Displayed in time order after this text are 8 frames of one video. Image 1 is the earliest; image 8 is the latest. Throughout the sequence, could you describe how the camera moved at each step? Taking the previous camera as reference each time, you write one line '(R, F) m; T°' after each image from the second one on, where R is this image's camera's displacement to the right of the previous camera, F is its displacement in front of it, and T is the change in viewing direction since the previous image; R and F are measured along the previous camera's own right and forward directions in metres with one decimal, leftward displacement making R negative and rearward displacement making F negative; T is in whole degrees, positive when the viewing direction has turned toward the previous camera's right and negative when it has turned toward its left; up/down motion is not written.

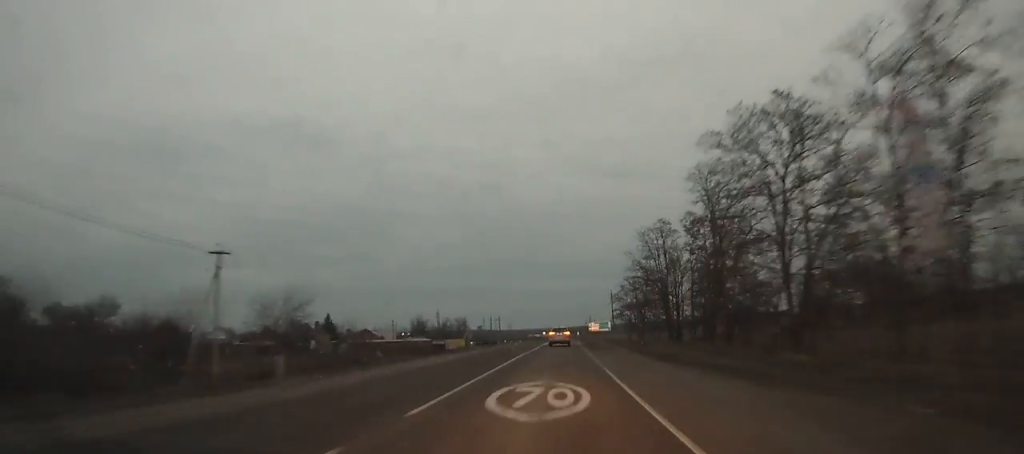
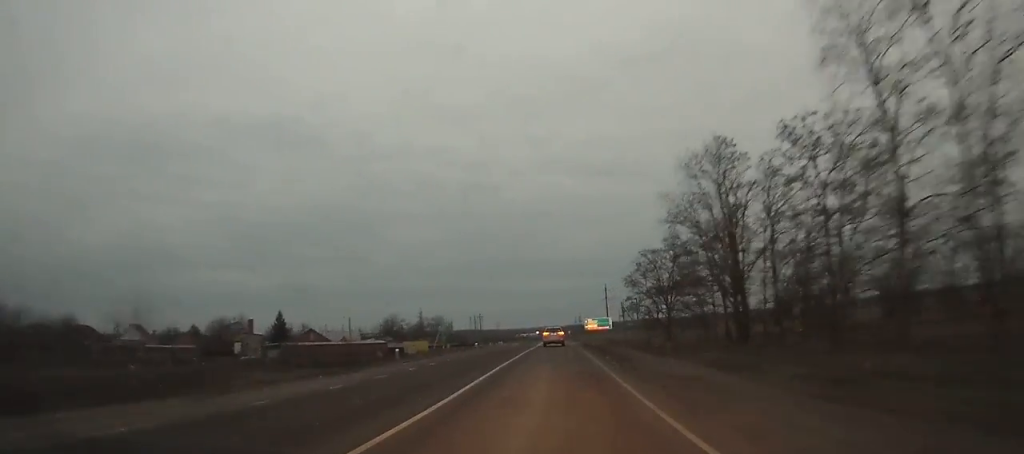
(+0.2, +28.9) m; +1°
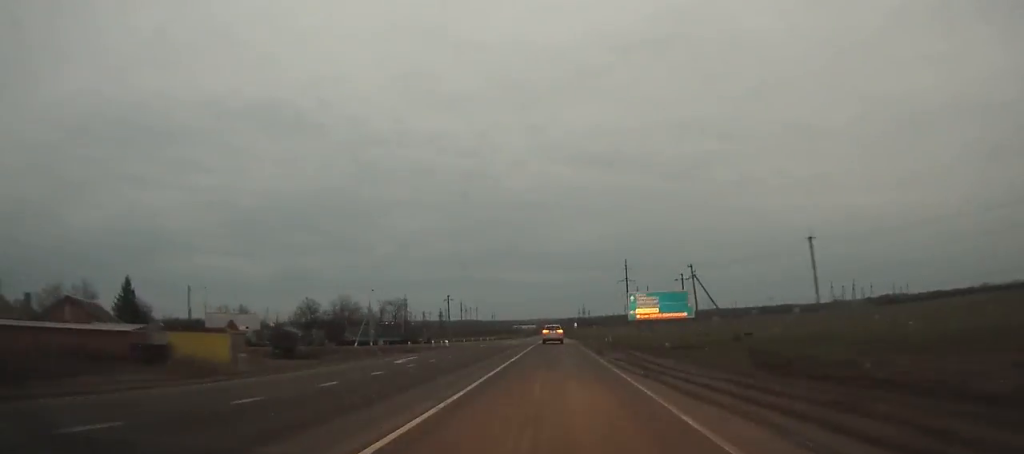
(+0.5, +69.5) m; 0°
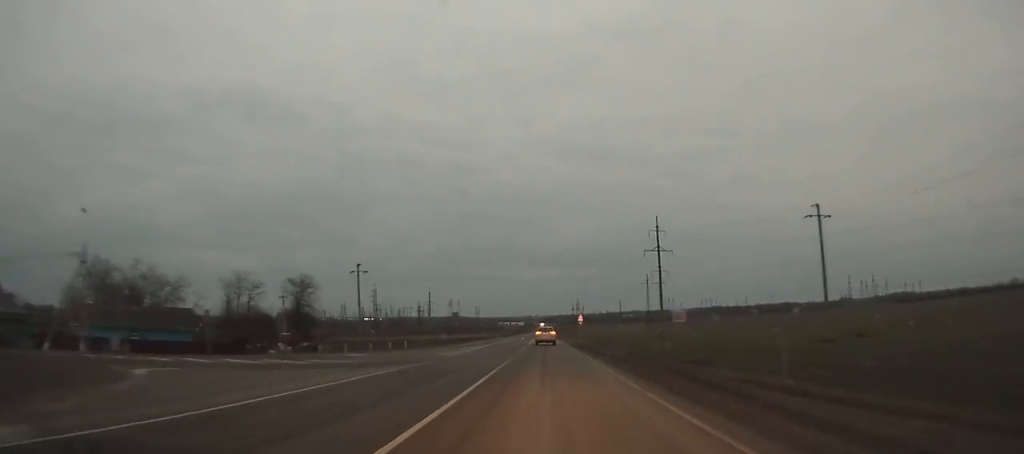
(-0.2, +68.8) m; 0°
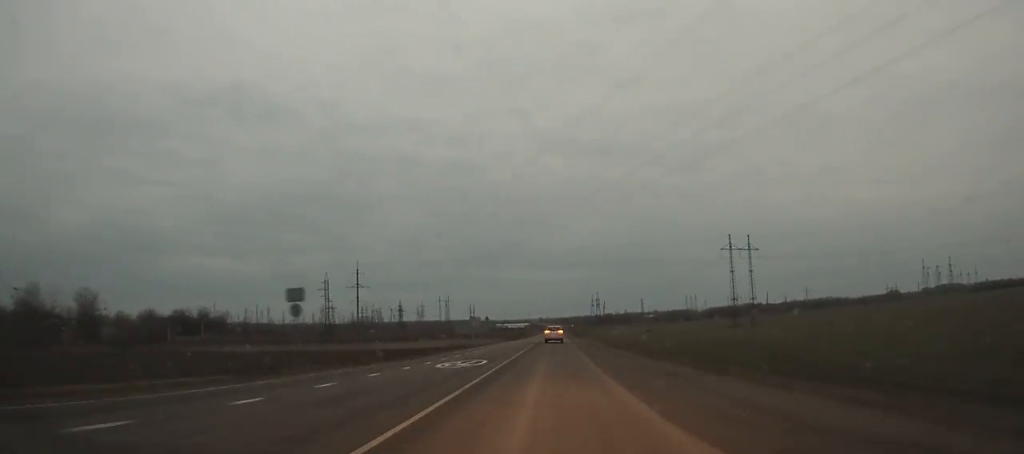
(-1.0, +125.6) m; -1°
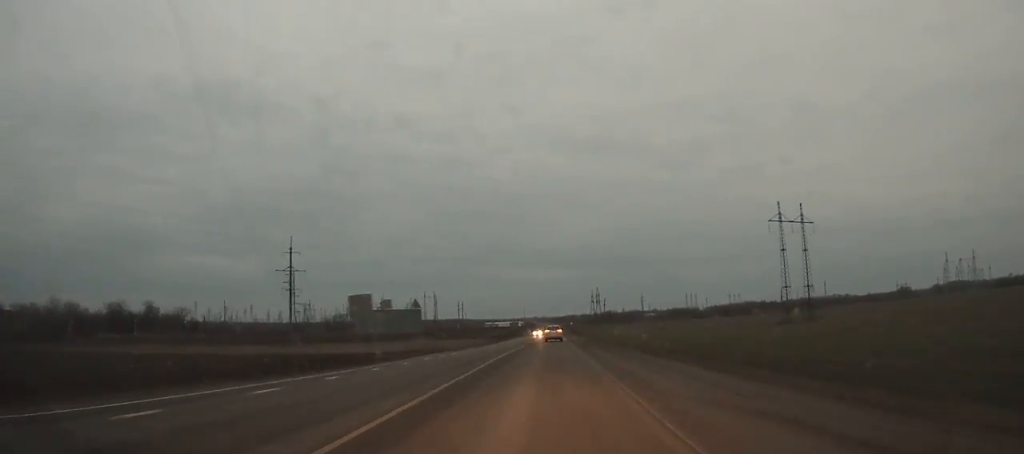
(+0.2, +43.1) m; 0°
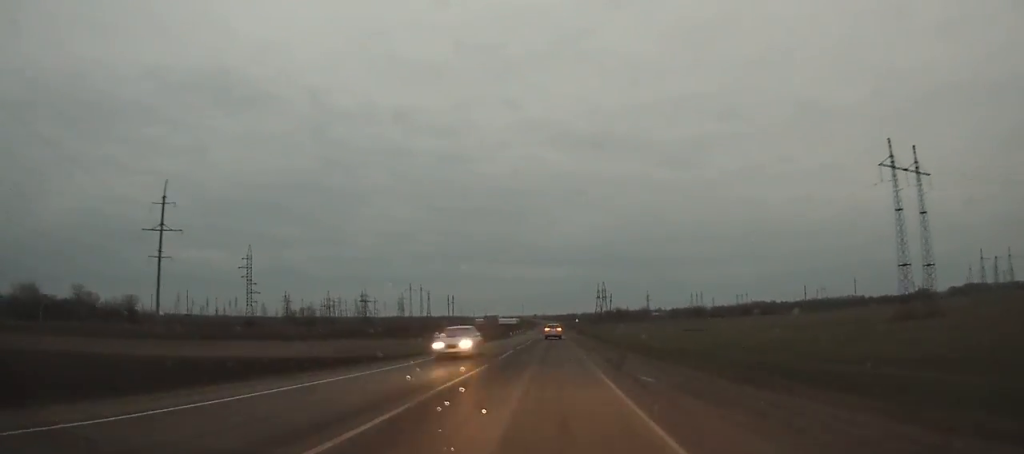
(-0.1, +47.8) m; 0°
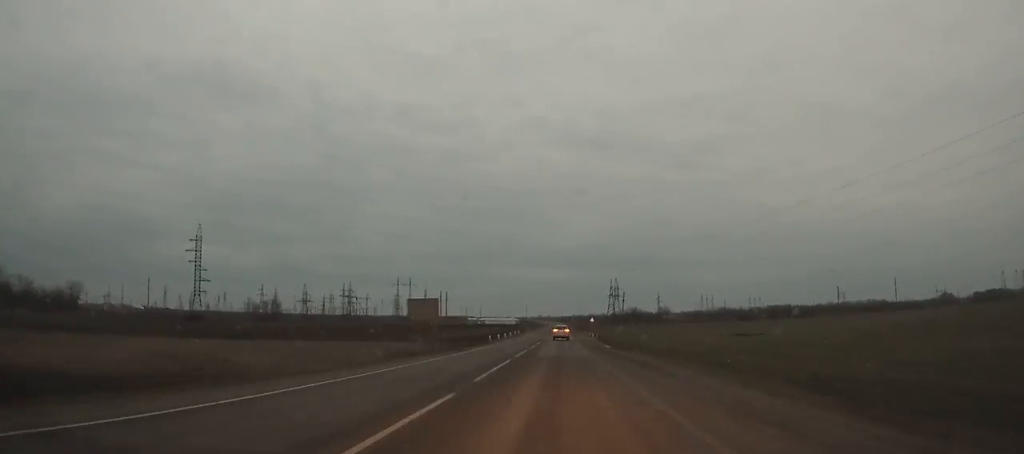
(0.0, +46.2) m; 0°
